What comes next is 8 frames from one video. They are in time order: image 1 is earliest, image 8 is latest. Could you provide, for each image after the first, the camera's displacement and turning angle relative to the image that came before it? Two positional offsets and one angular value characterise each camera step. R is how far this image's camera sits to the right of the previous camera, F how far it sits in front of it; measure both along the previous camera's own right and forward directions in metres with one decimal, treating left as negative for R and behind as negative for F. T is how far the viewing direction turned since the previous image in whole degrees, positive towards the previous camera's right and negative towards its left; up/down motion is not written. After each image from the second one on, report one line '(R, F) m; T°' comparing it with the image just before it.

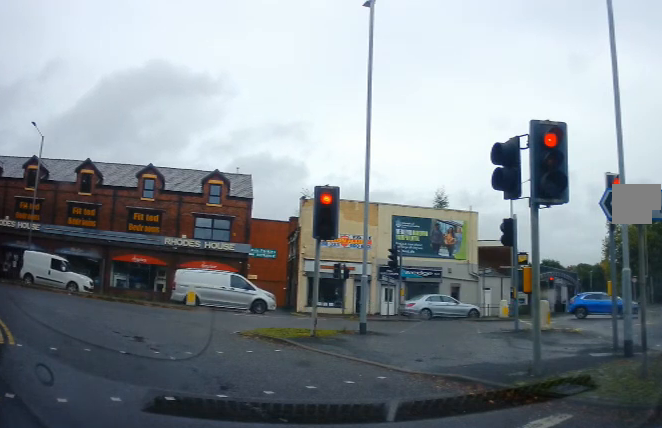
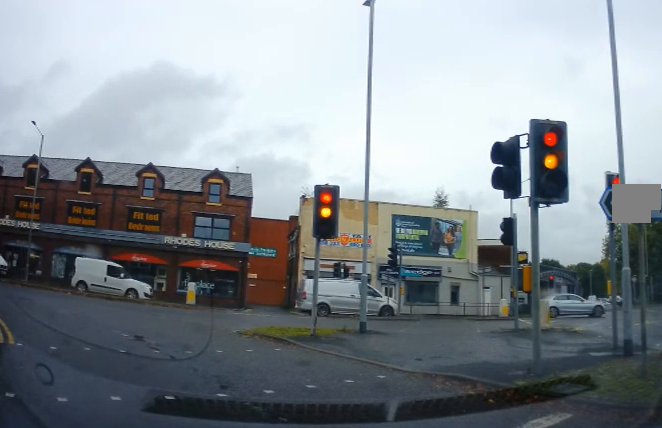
(0.0, 0.0) m; 0°
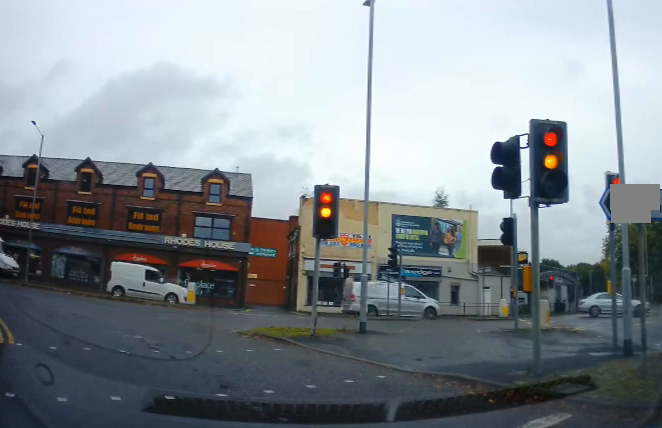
(0.0, 0.0) m; 0°
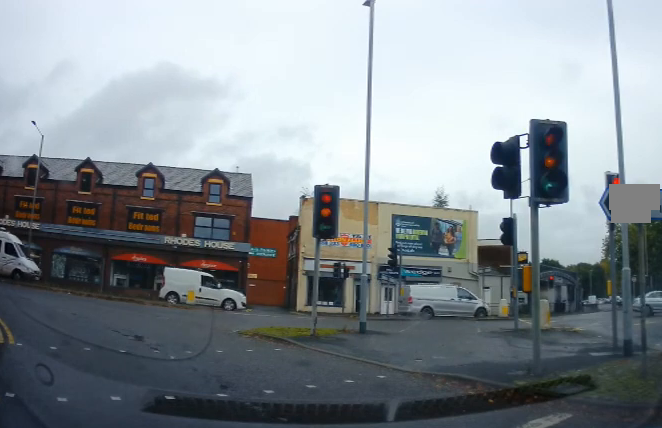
(0.0, 0.0) m; 0°
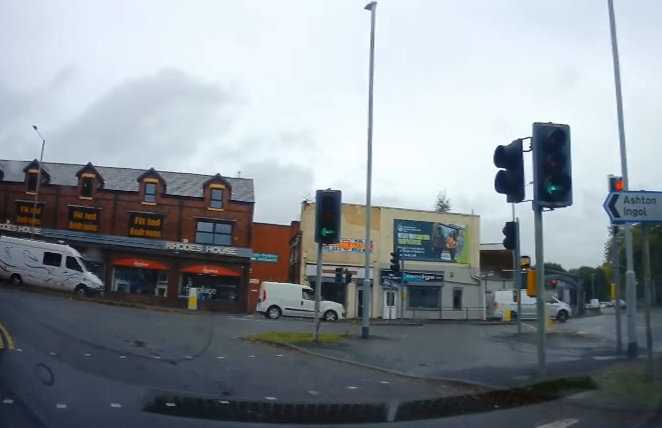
(+0.1, +0.4) m; 0°
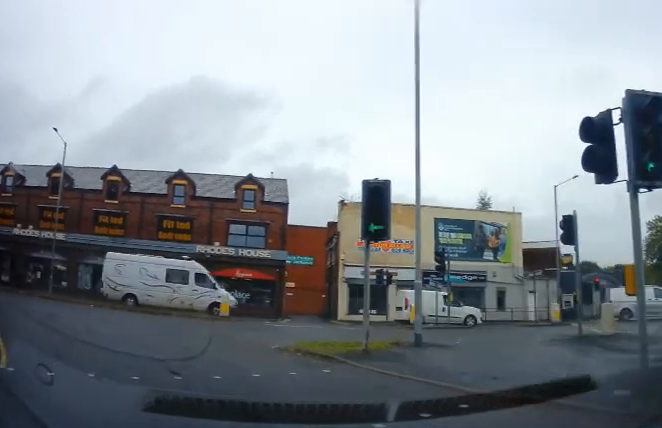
(+0.2, +1.8) m; 0°
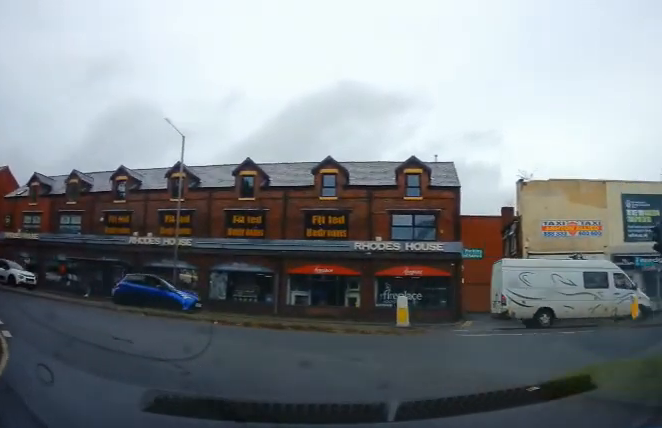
(-0.5, +5.0) m; -16°
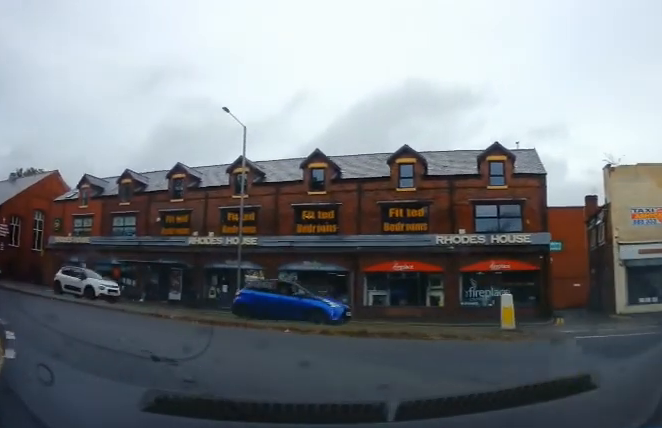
(-0.1, +2.3) m; -9°
